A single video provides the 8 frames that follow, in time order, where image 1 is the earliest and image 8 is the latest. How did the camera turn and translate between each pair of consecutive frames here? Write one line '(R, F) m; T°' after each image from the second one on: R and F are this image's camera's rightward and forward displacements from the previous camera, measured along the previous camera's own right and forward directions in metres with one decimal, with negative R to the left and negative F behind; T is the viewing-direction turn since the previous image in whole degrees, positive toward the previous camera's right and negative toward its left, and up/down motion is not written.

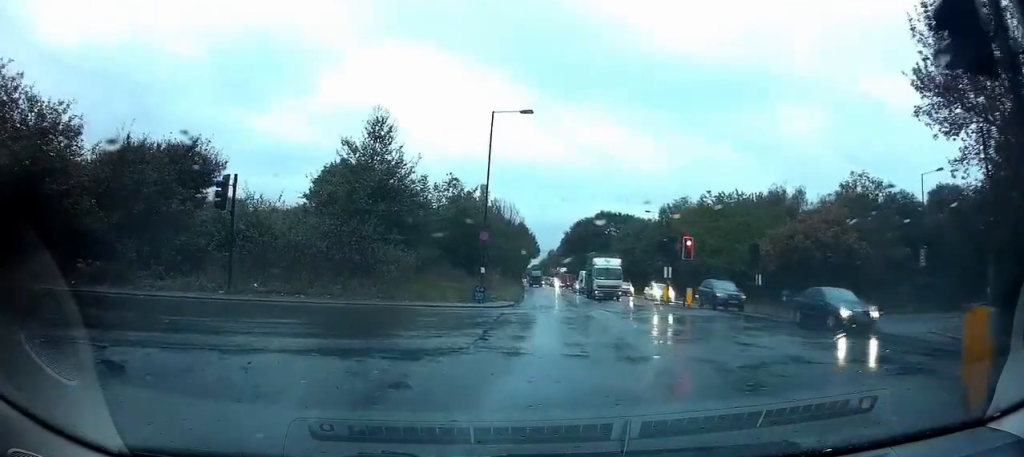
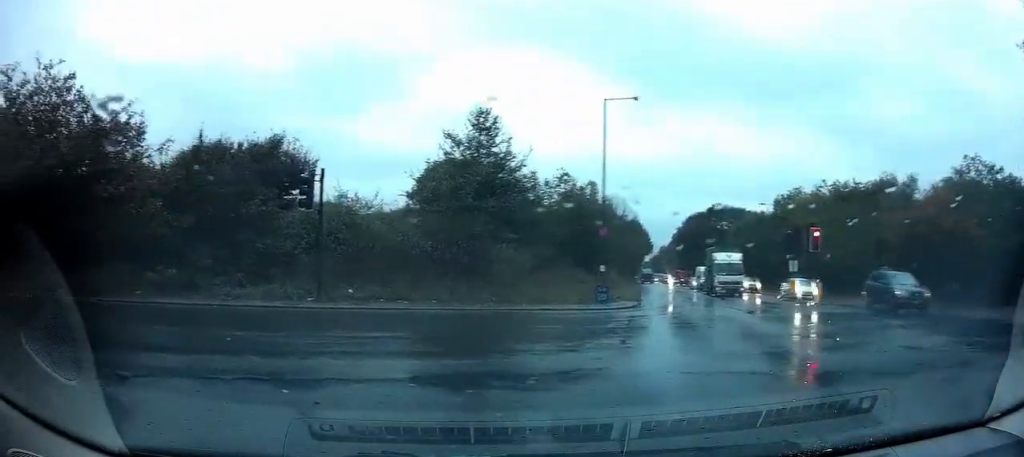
(-0.6, +2.3) m; -11°
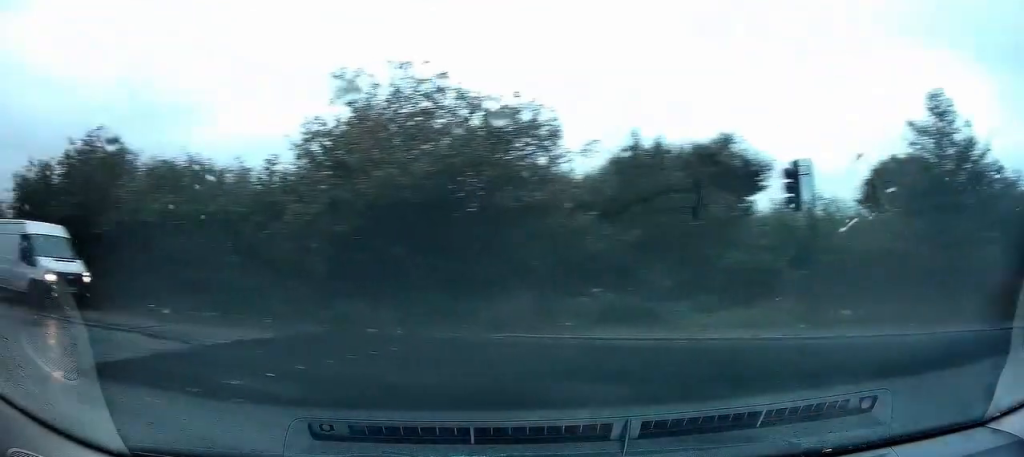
(+0.1, +4.5) m; -12°
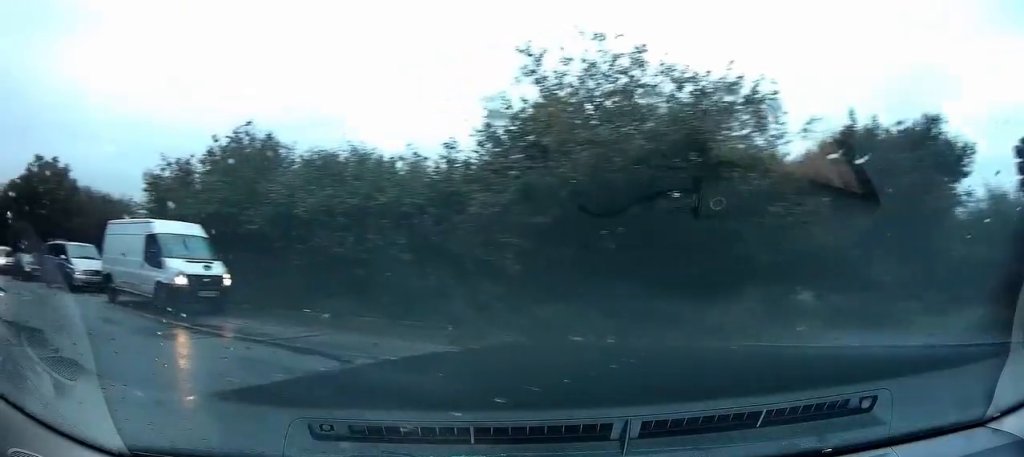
(-0.6, +2.0) m; -24°
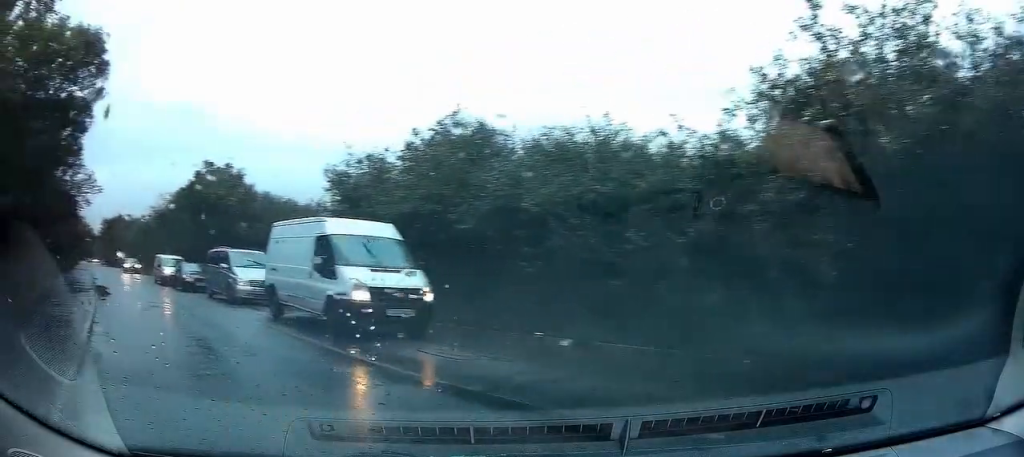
(-0.7, +3.6) m; -18°
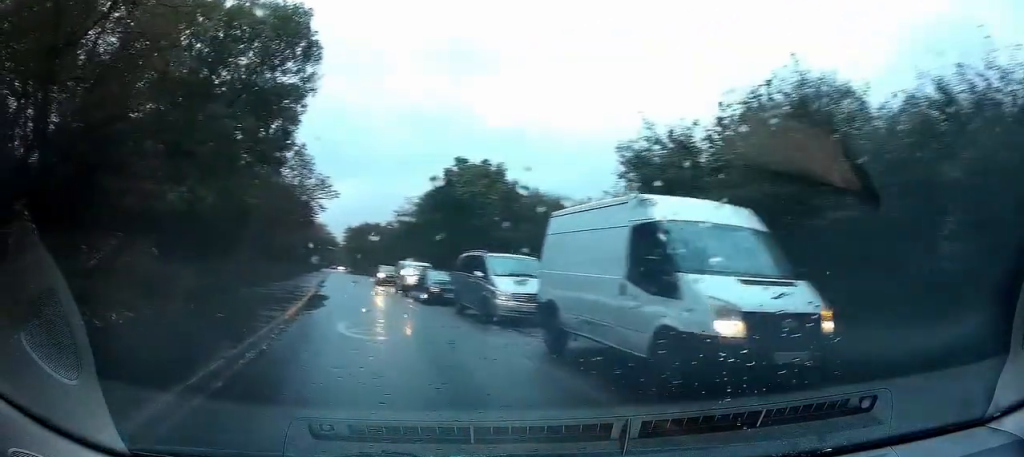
(-0.7, +4.6) m; -23°
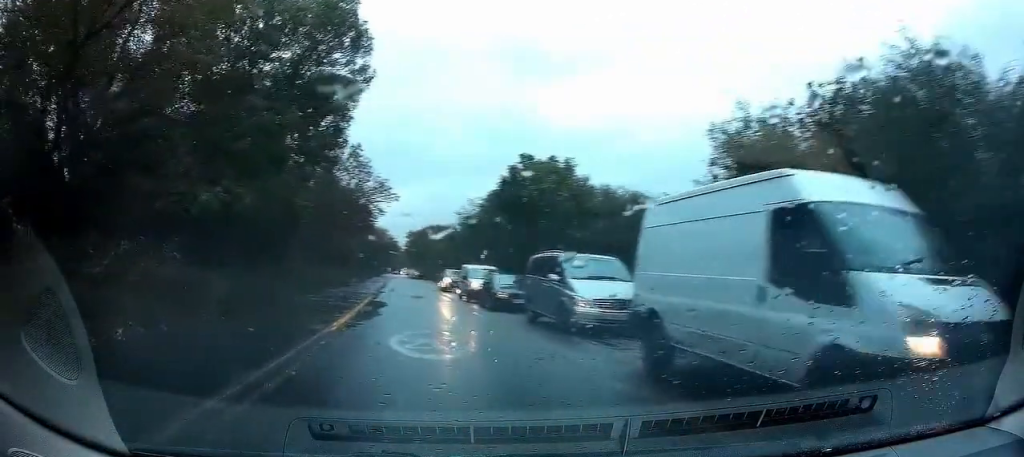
(-0.2, +1.5) m; -5°
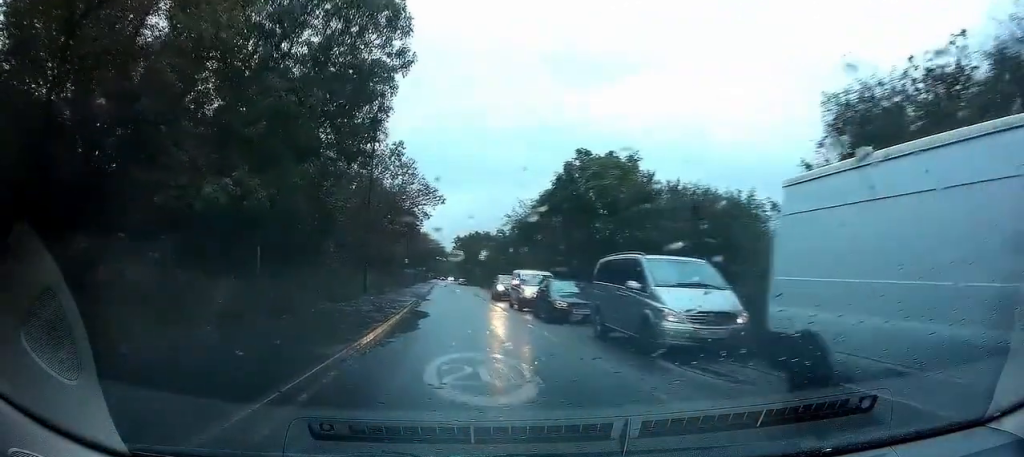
(-0.1, +1.8) m; -6°
